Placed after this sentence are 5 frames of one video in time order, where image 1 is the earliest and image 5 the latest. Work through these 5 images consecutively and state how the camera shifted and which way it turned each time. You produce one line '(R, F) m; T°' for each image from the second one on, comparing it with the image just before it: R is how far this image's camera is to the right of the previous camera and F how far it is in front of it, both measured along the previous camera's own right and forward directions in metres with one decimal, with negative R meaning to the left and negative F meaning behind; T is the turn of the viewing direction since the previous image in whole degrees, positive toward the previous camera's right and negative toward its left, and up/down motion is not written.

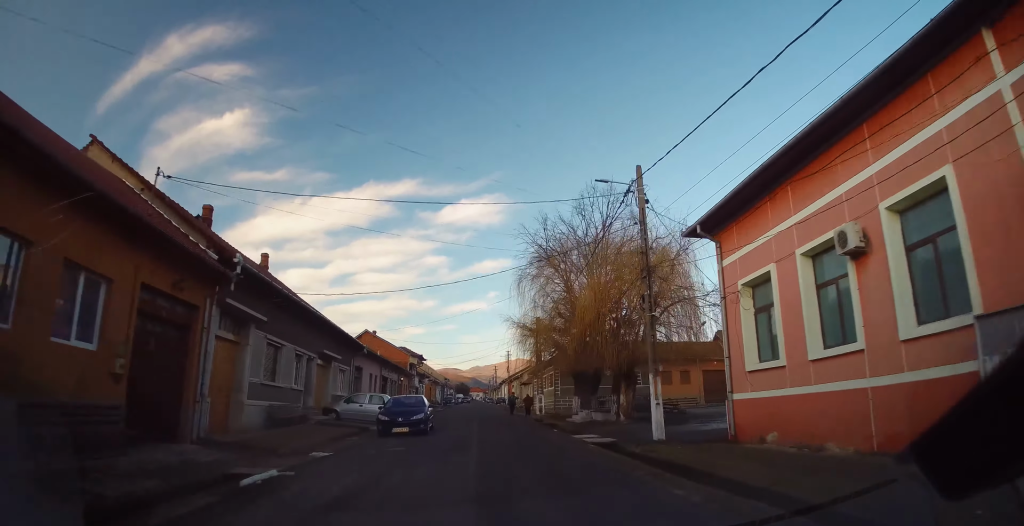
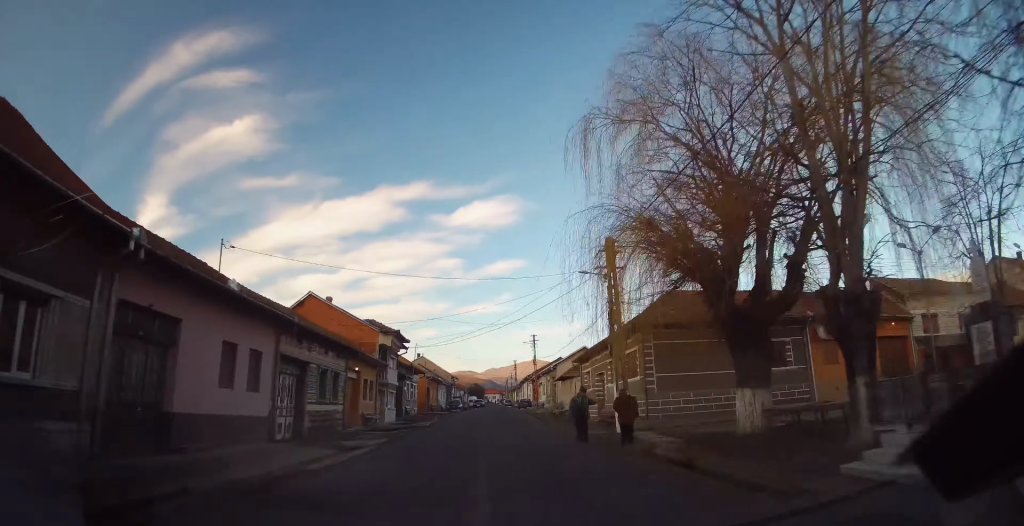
(-0.3, +23.8) m; 0°
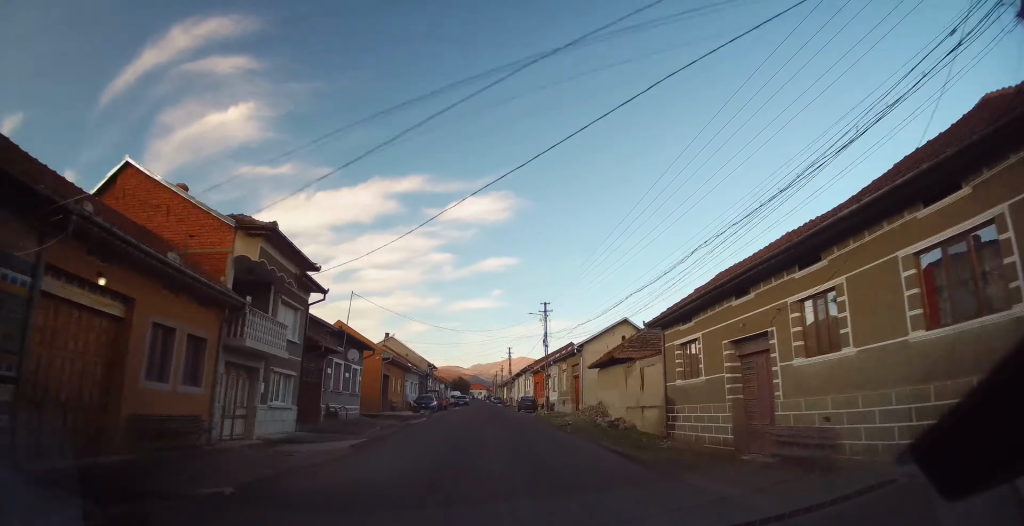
(+0.1, +20.3) m; +1°
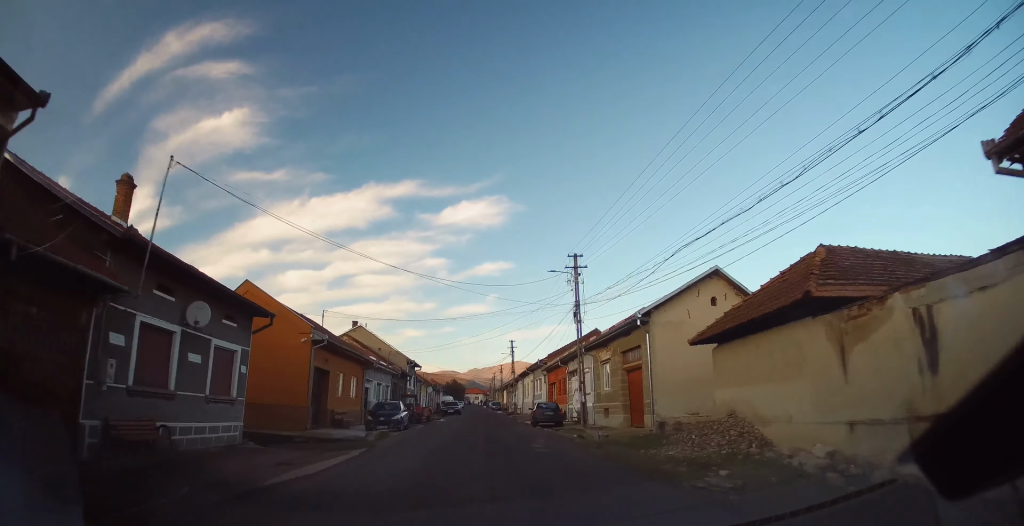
(+0.2, +16.0) m; 0°
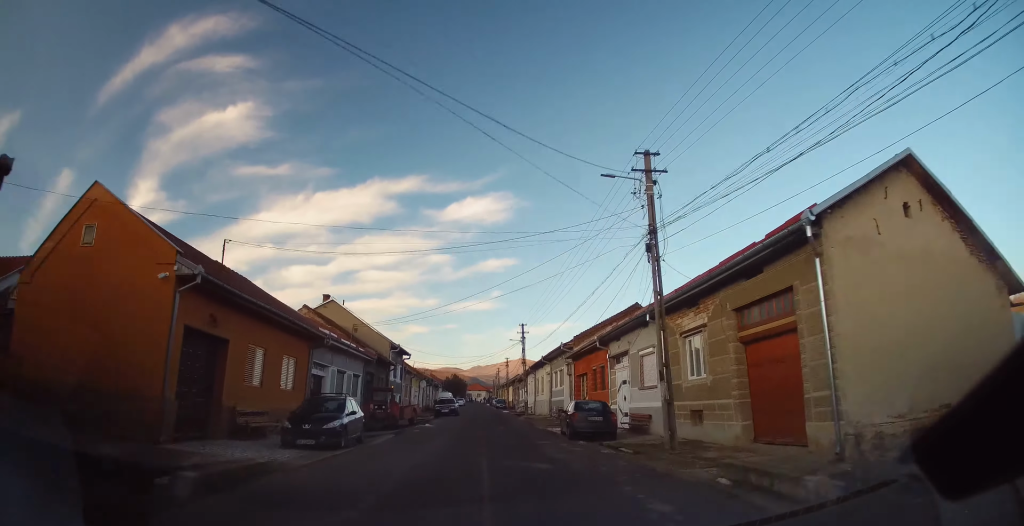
(0.0, +11.7) m; 0°
